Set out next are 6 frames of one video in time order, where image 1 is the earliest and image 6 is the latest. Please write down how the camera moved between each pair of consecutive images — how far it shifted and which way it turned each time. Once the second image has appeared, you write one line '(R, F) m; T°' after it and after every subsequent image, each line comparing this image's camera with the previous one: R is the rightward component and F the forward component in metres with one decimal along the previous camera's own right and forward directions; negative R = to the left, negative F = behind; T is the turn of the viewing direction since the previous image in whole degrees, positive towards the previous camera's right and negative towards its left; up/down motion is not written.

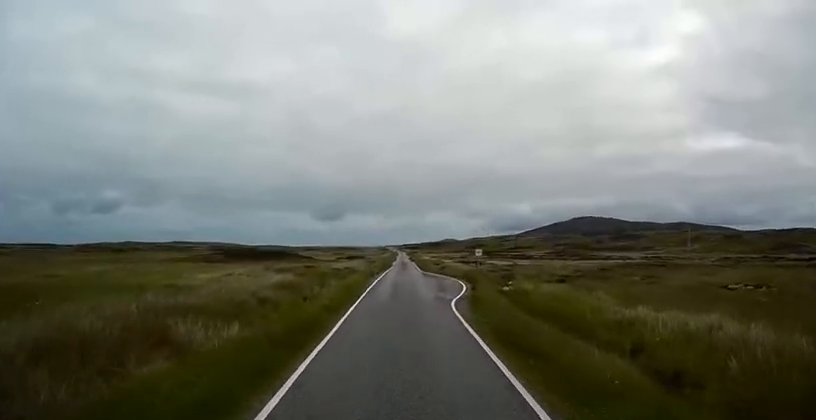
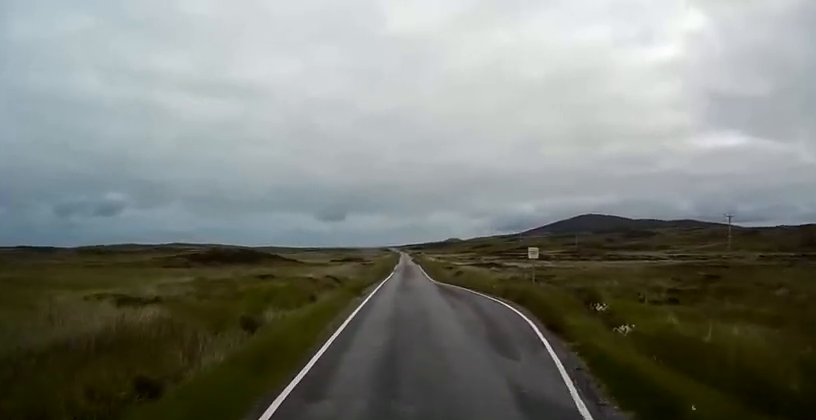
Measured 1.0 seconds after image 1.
(0.0, +16.1) m; -1°
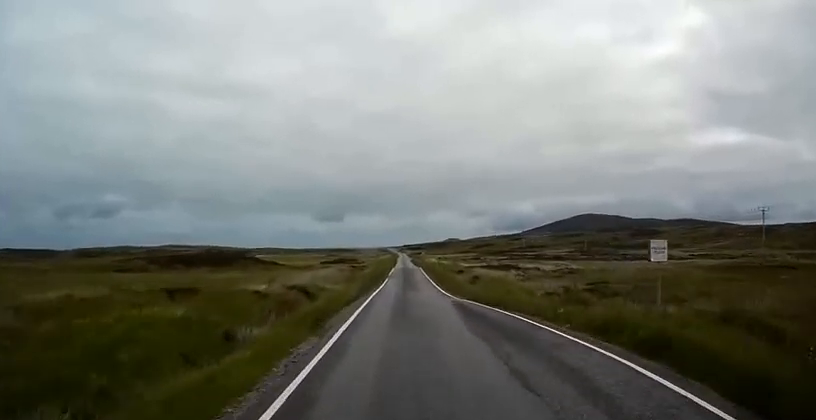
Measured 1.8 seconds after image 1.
(-0.1, +12.0) m; -1°
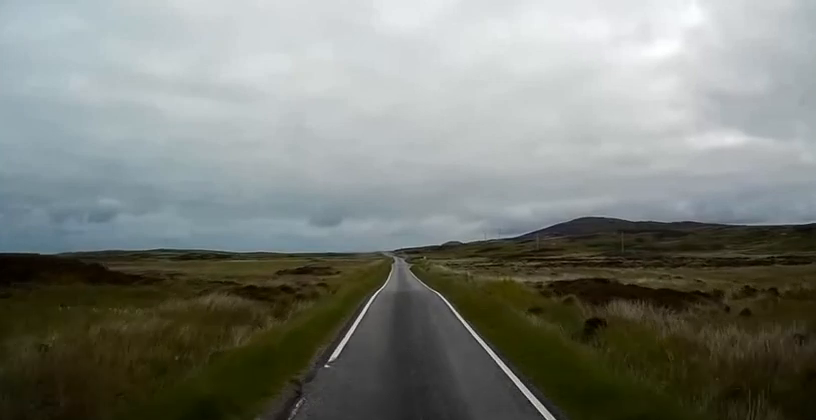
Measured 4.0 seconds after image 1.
(-0.3, +37.2) m; 0°
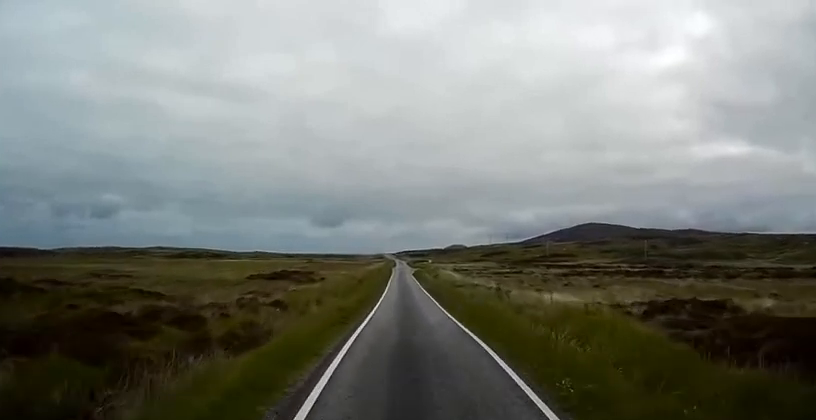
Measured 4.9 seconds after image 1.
(+0.1, +14.8) m; +1°
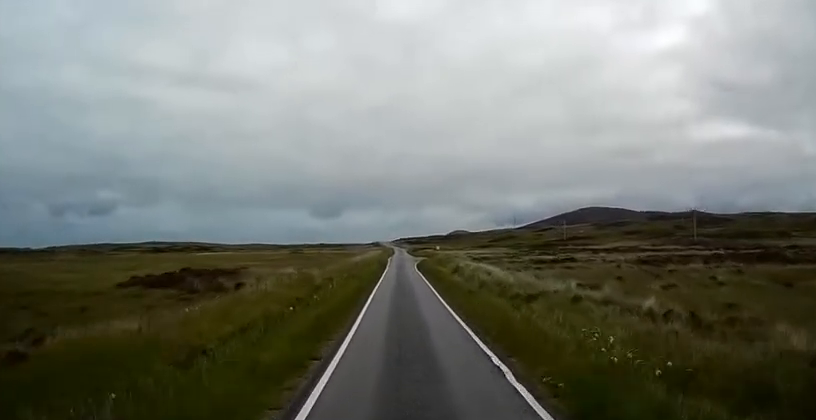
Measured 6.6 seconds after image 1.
(-0.2, +25.3) m; -1°
